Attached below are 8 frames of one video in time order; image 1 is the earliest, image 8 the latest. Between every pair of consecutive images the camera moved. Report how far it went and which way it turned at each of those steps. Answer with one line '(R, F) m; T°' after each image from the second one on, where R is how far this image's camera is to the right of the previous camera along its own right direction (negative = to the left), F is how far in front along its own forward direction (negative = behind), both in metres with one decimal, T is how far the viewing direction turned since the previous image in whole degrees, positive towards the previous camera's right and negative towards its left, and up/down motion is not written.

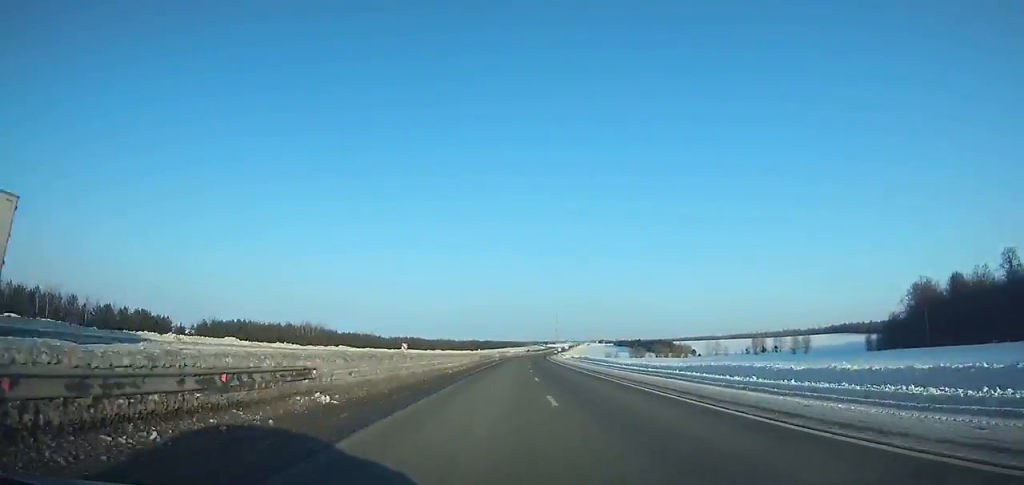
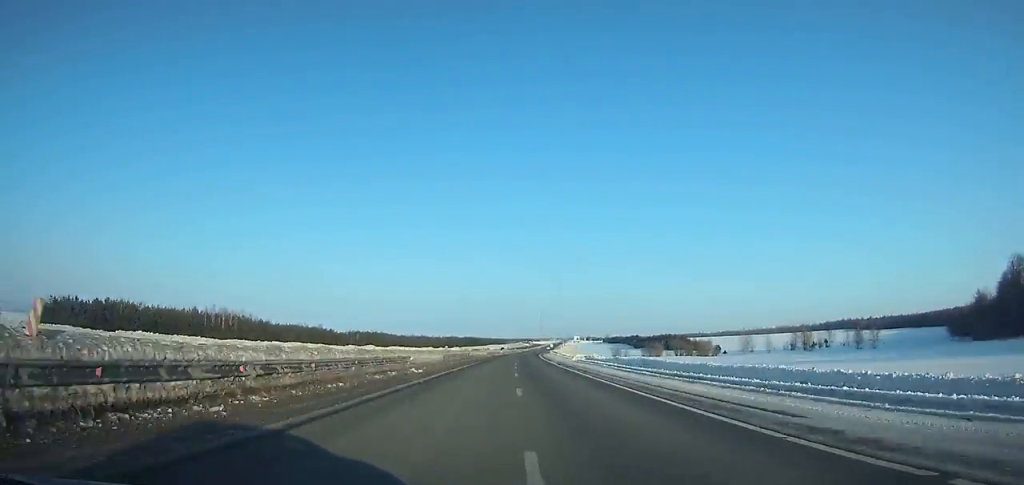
(+0.4, +56.6) m; +1°
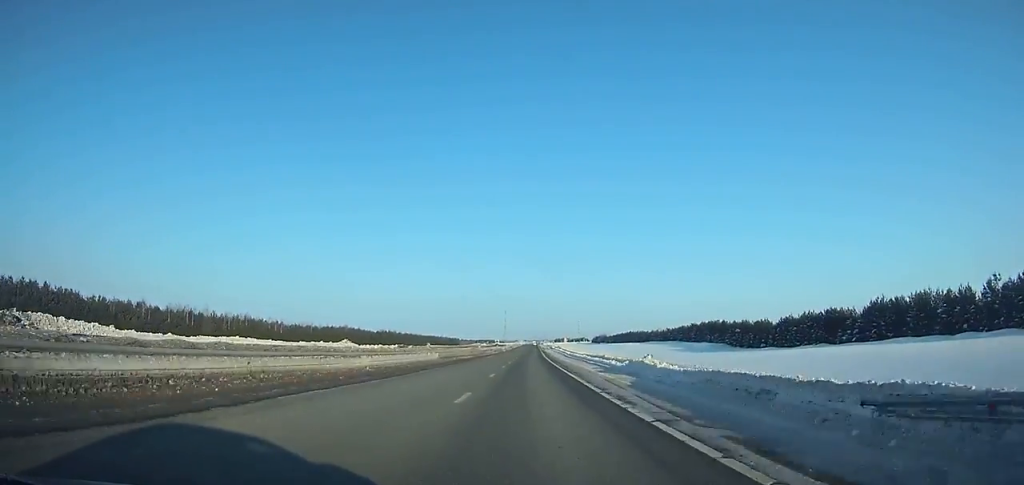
(+8.2, +242.2) m; +4°
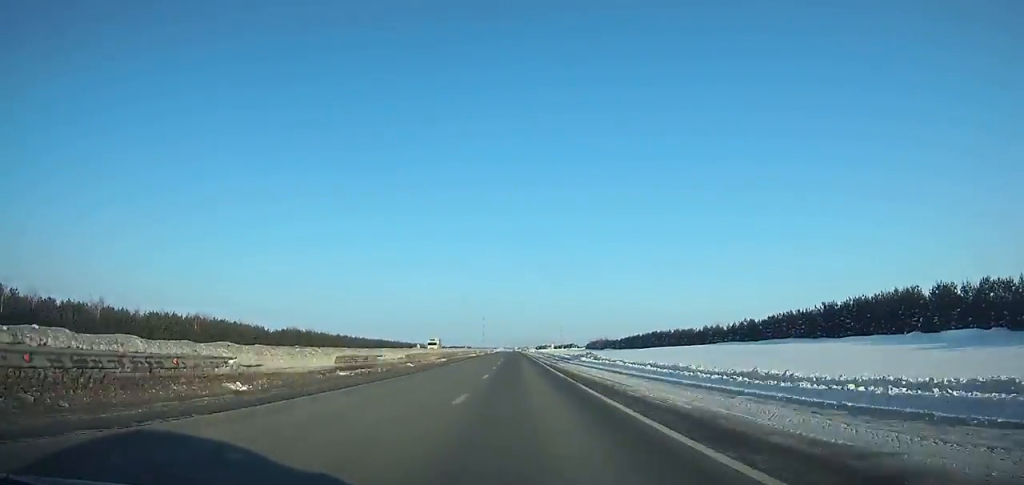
(+1.6, +120.1) m; +1°
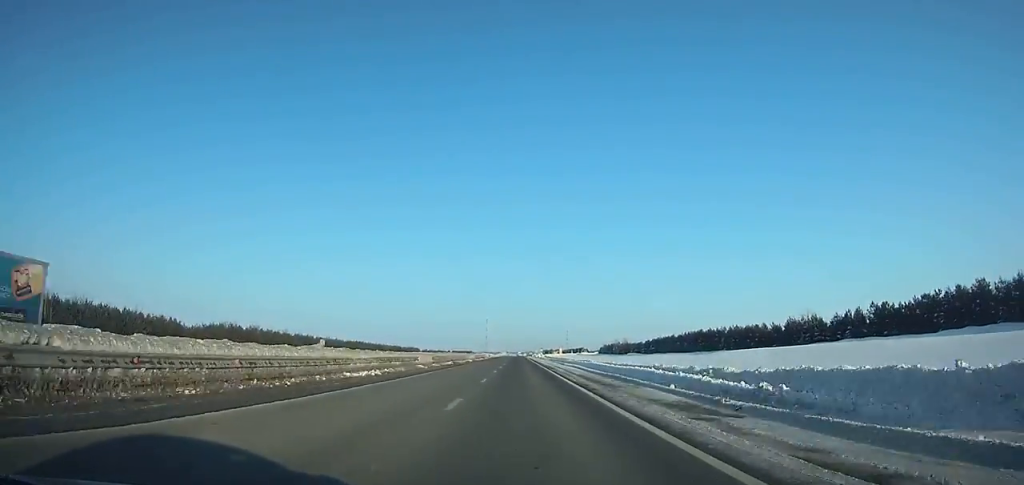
(+0.2, +60.9) m; 0°
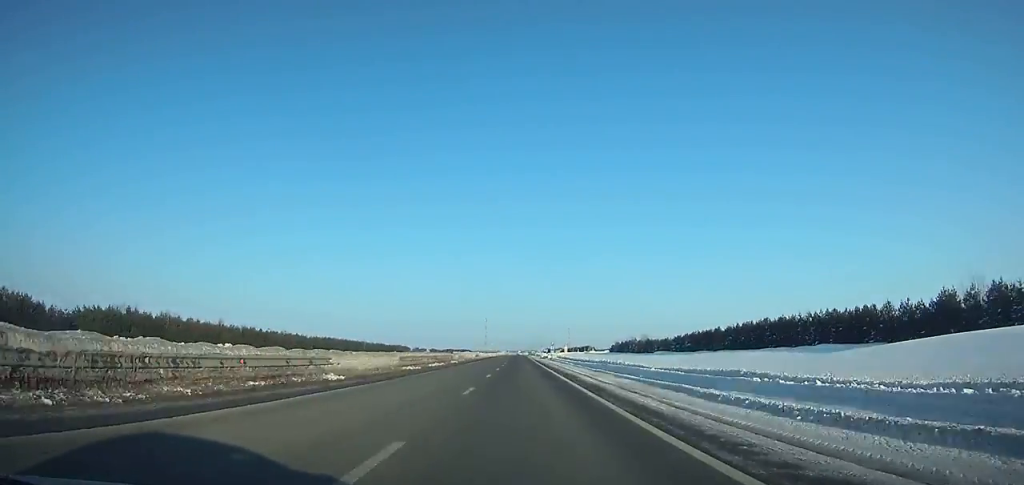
(-0.1, +55.1) m; 0°
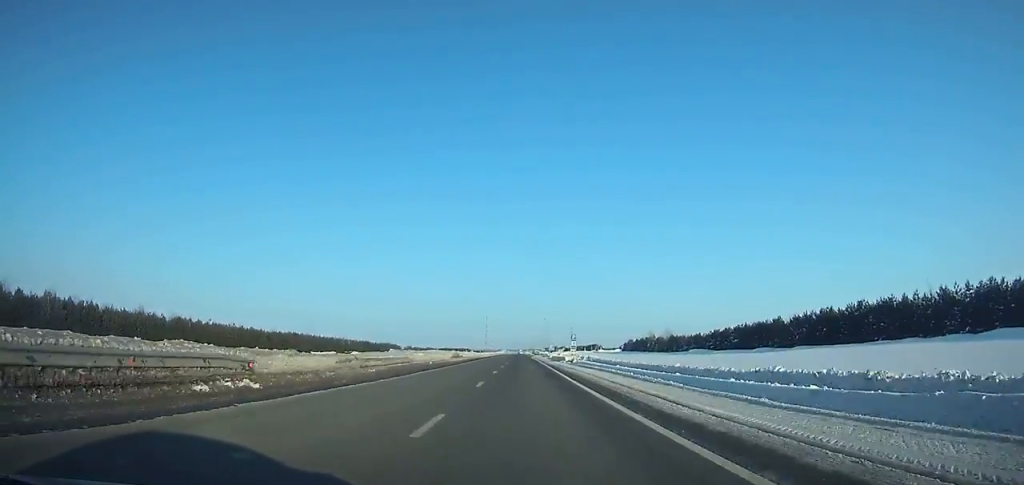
(-0.1, +43.7) m; 0°
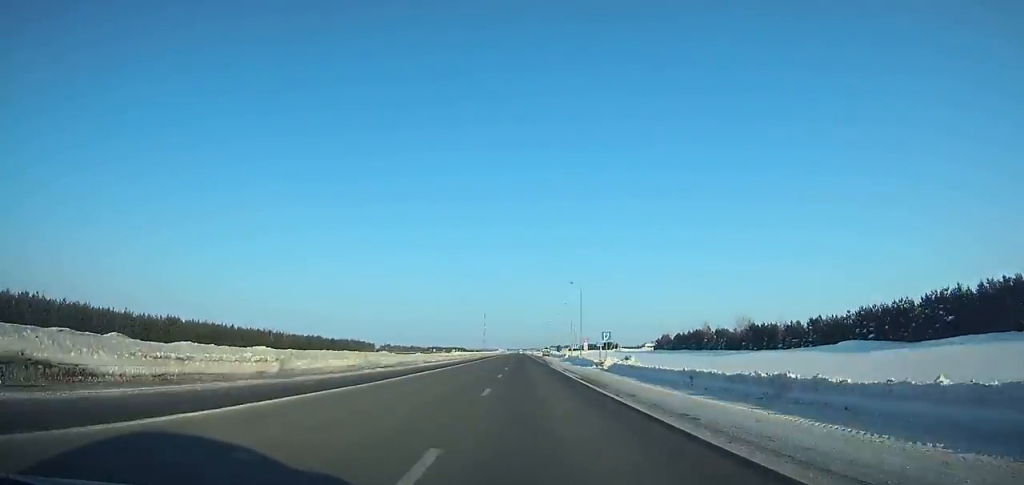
(-0.1, +87.1) m; 0°
